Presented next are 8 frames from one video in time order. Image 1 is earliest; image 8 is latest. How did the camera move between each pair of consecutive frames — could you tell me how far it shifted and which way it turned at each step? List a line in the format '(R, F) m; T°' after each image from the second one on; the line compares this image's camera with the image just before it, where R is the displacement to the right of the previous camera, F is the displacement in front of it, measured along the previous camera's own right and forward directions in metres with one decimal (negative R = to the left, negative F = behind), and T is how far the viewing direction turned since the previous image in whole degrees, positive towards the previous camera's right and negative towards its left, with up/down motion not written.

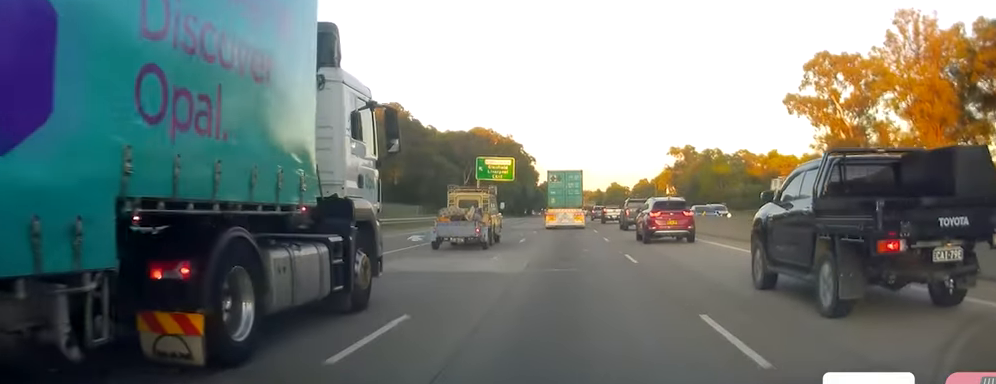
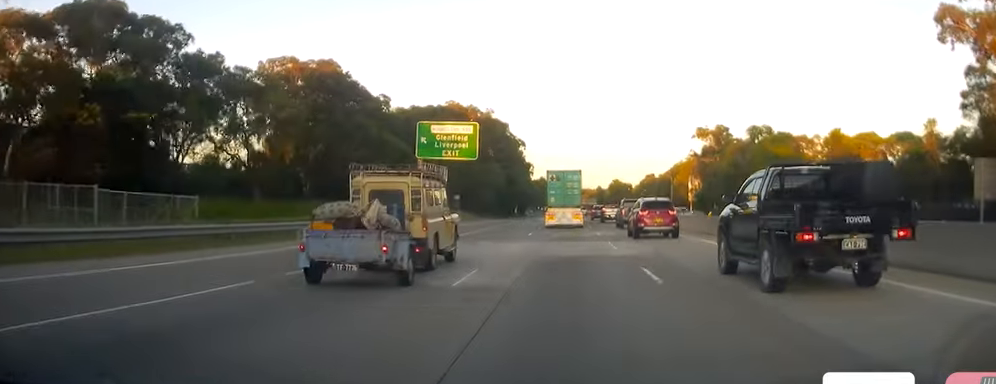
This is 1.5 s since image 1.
(0.0, +40.2) m; 0°
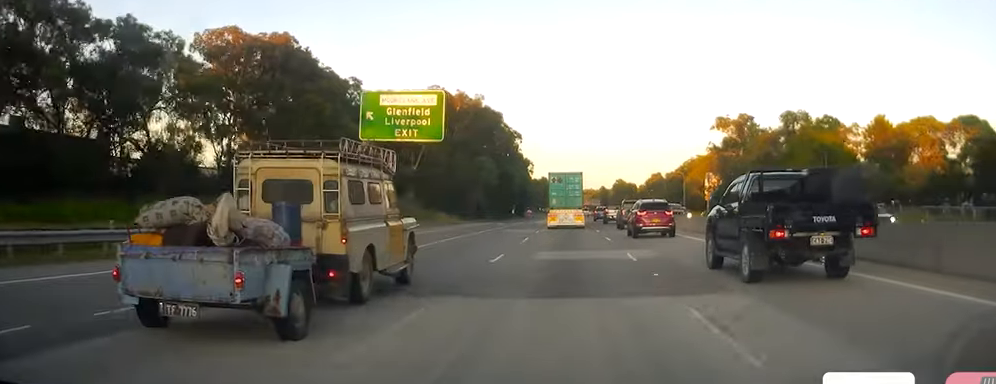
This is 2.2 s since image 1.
(0.0, +18.1) m; 0°
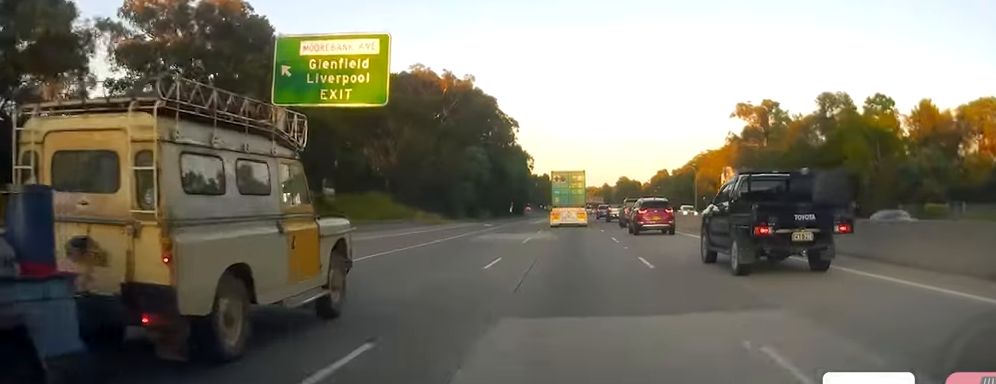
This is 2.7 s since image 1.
(0.0, +14.6) m; 0°
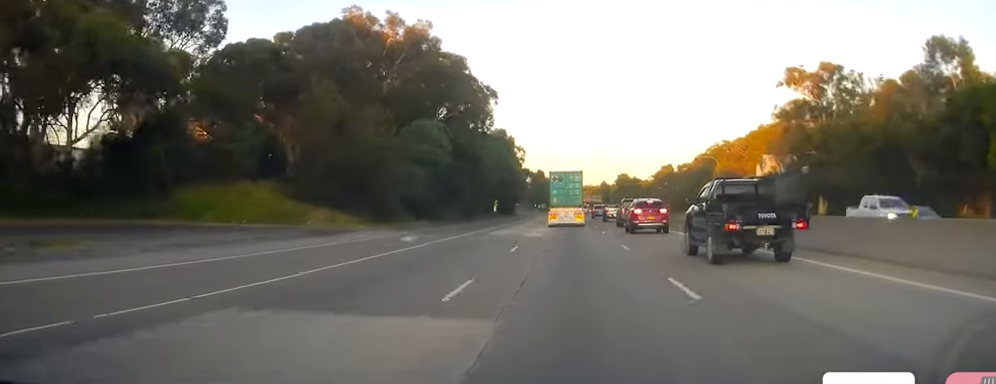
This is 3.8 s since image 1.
(0.0, +29.3) m; 0°
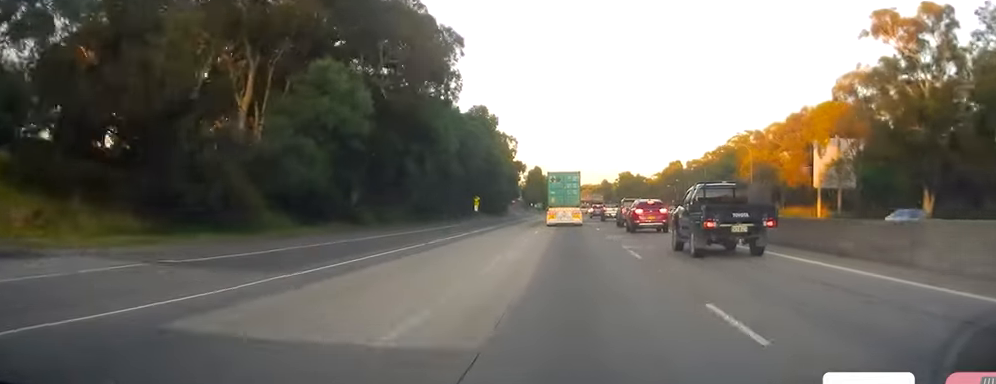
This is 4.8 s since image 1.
(0.0, +27.5) m; -1°
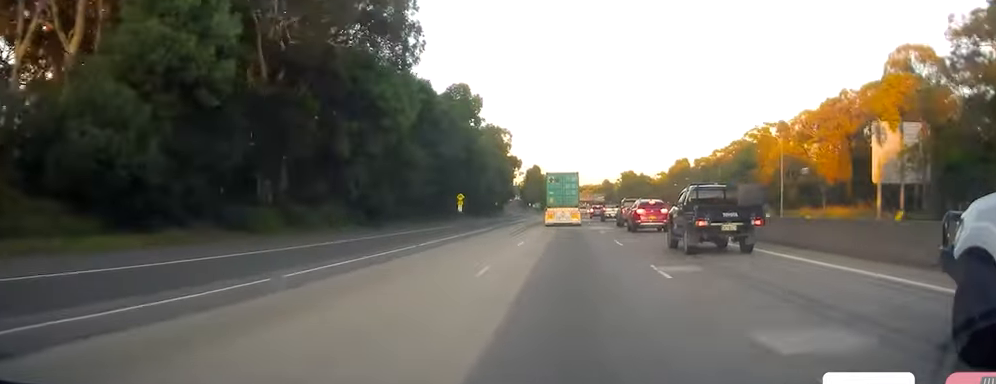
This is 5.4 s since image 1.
(0.0, +17.4) m; 0°
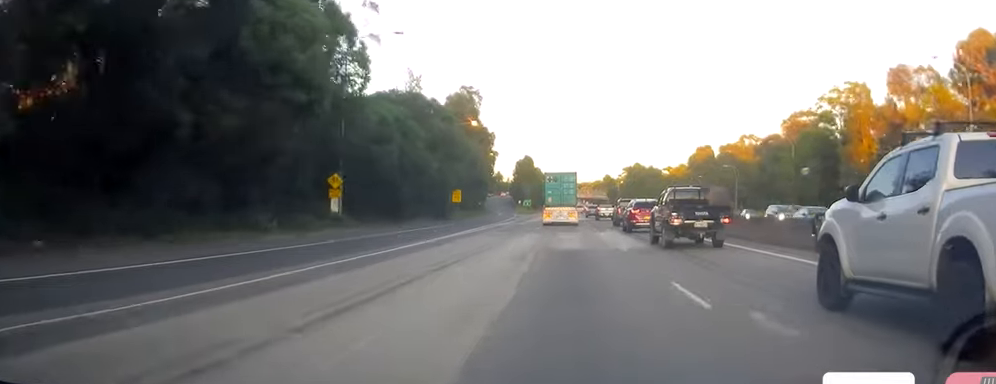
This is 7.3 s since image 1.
(+1.1, +51.0) m; +2°
